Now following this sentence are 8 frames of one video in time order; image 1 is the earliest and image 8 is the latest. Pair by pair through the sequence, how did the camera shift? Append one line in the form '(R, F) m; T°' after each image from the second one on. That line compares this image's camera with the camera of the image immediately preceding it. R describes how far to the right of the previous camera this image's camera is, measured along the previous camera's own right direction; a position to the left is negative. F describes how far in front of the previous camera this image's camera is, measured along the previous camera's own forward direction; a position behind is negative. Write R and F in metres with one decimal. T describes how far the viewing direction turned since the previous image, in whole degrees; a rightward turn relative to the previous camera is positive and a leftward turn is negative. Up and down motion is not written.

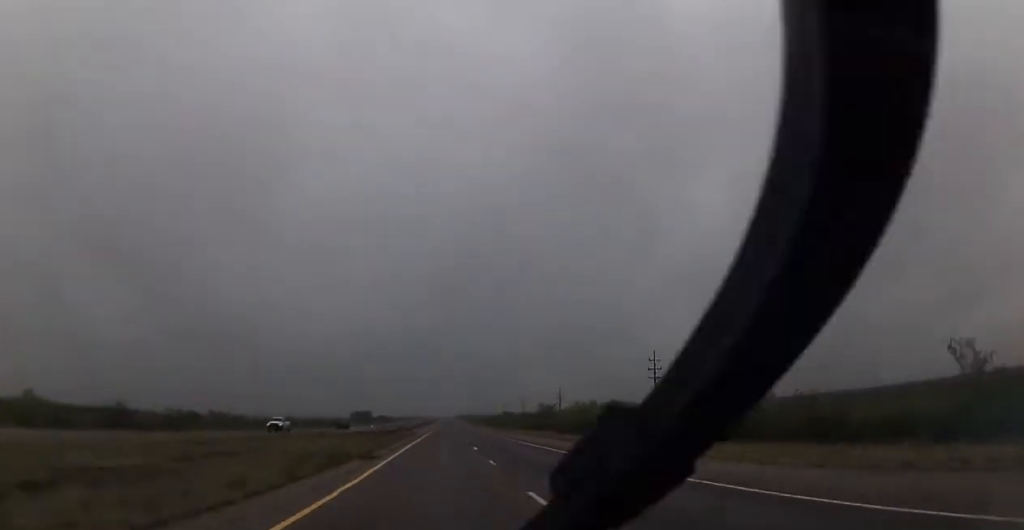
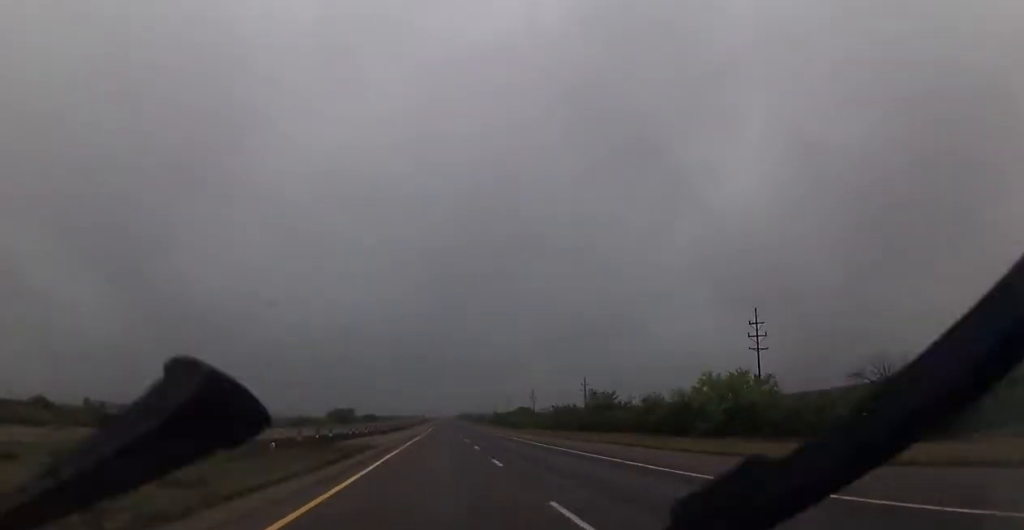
(-0.1, +50.6) m; -1°
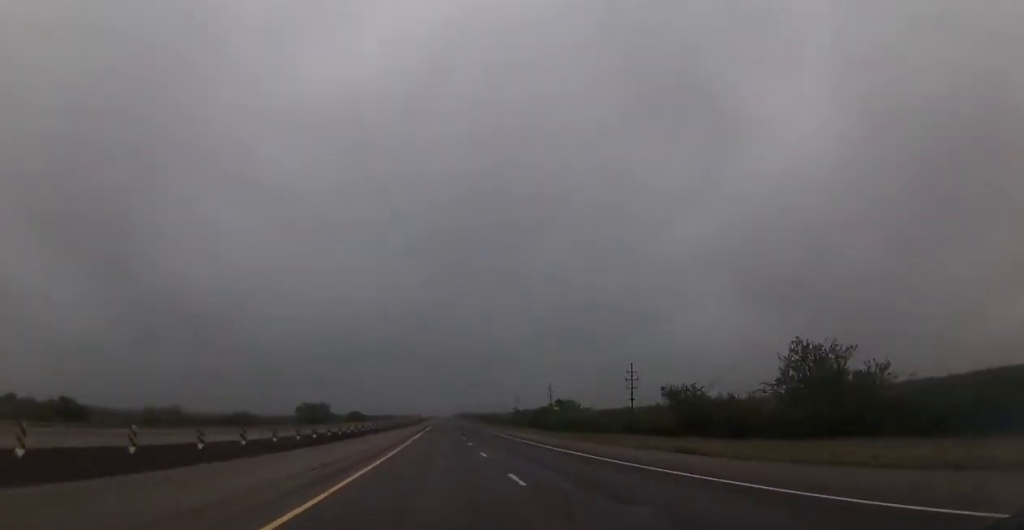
(-0.3, +54.3) m; 0°
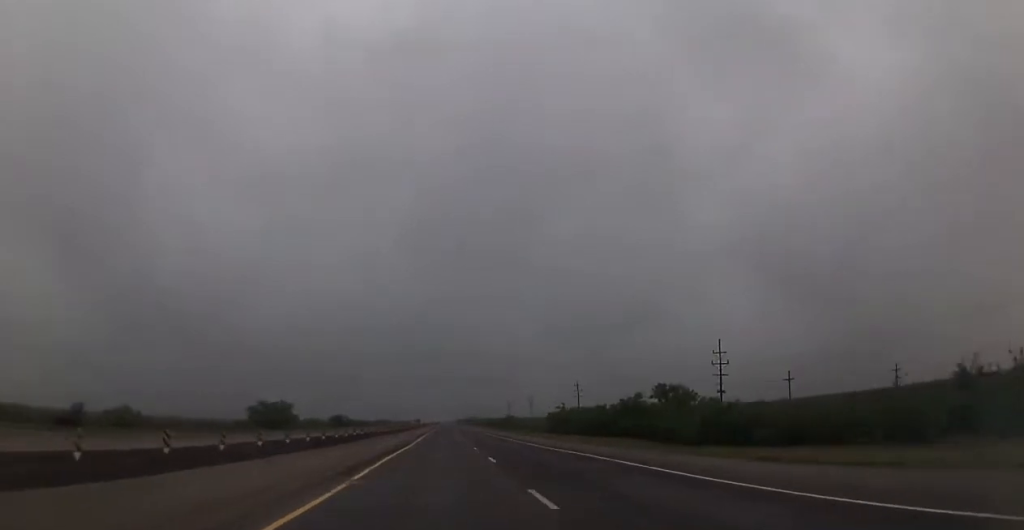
(+0.5, +51.9) m; 0°
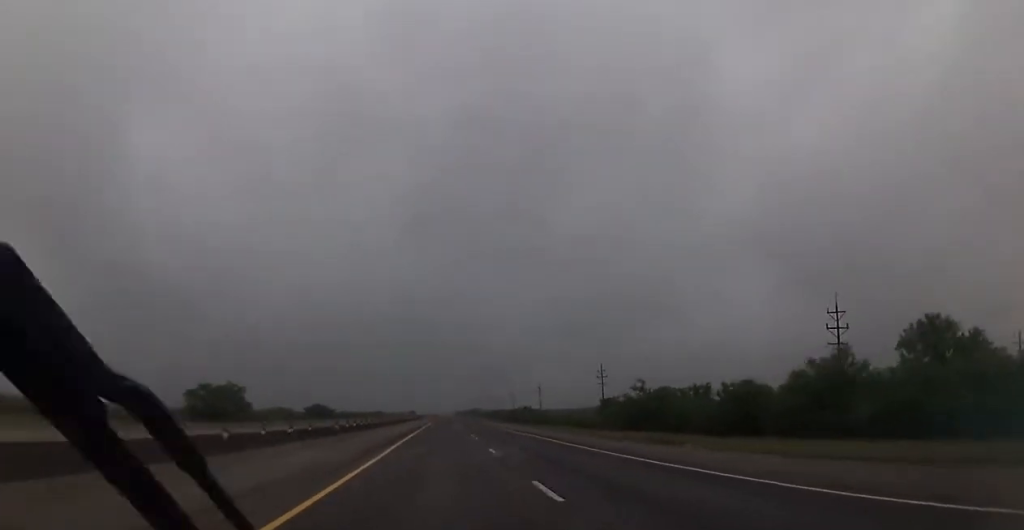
(-0.2, +36.3) m; 0°
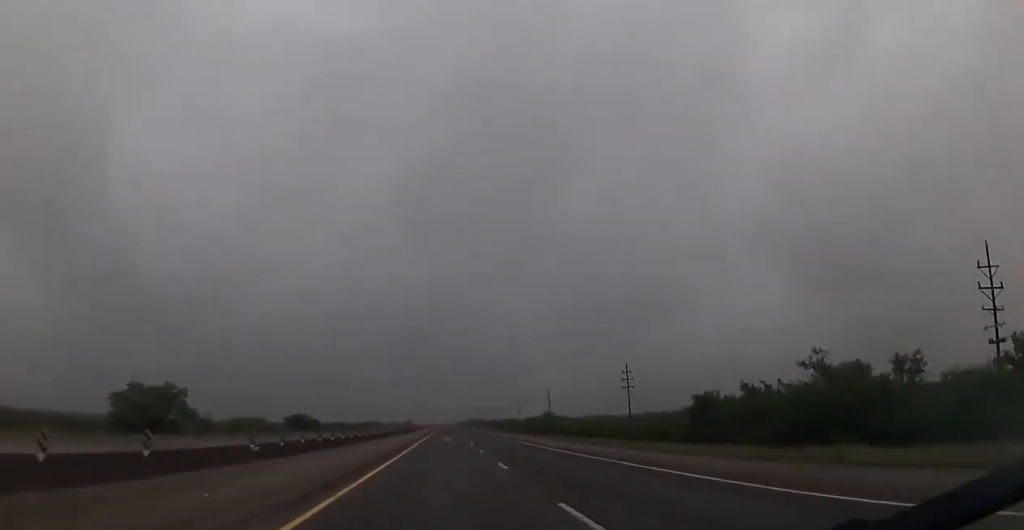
(+0.1, +26.6) m; 0°
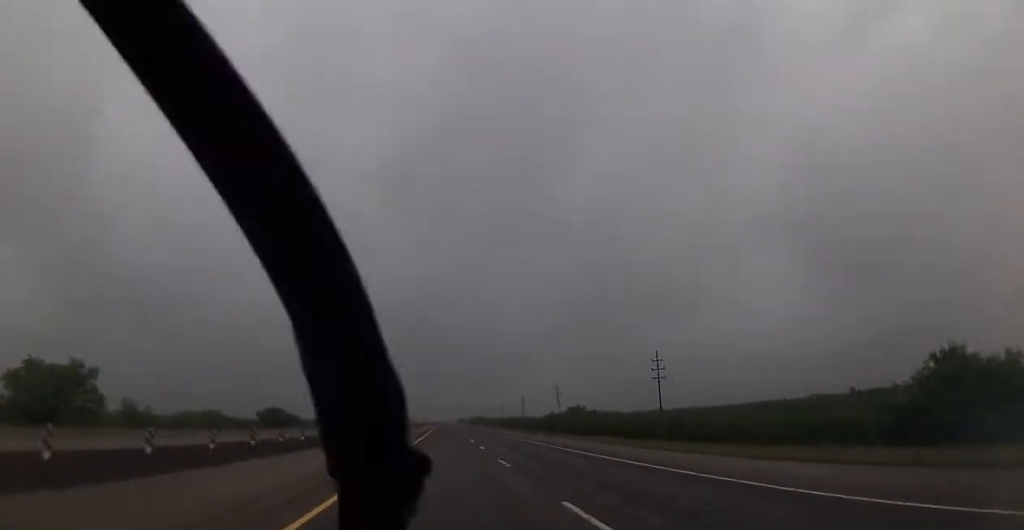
(+0.1, +24.2) m; 0°
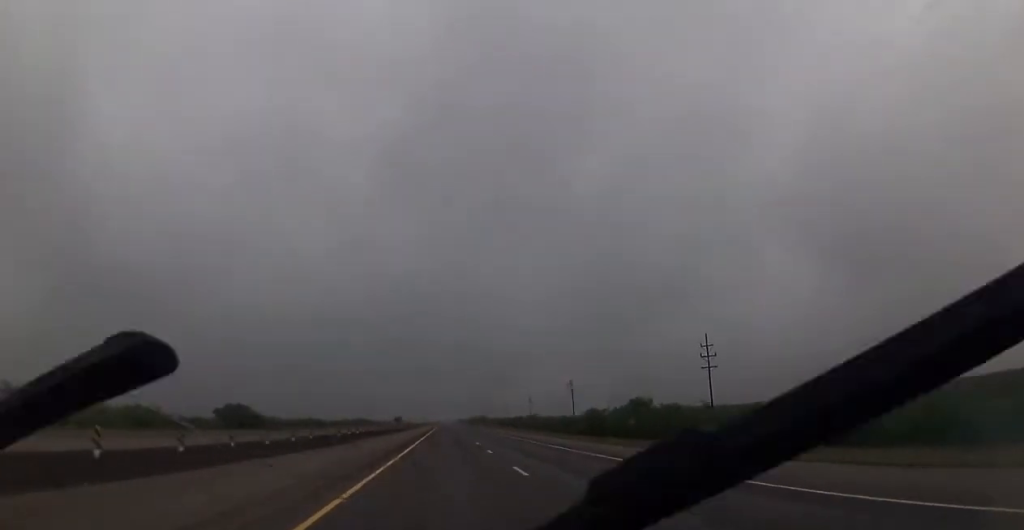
(0.0, +27.7) m; 0°
